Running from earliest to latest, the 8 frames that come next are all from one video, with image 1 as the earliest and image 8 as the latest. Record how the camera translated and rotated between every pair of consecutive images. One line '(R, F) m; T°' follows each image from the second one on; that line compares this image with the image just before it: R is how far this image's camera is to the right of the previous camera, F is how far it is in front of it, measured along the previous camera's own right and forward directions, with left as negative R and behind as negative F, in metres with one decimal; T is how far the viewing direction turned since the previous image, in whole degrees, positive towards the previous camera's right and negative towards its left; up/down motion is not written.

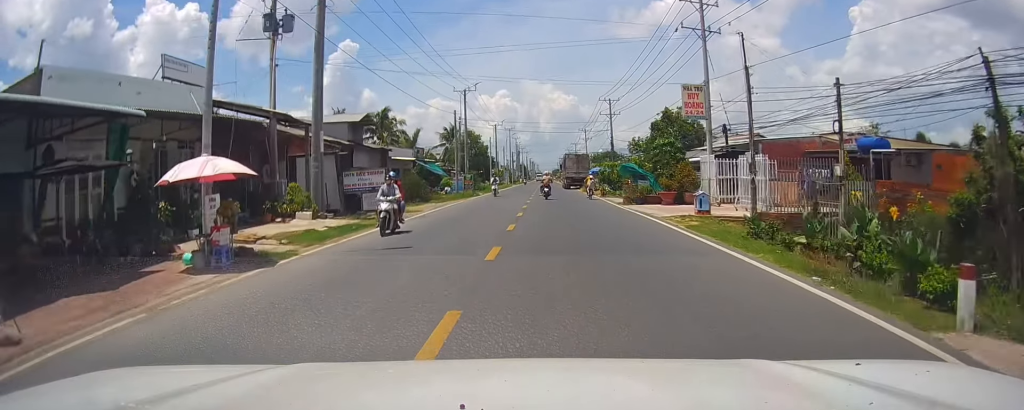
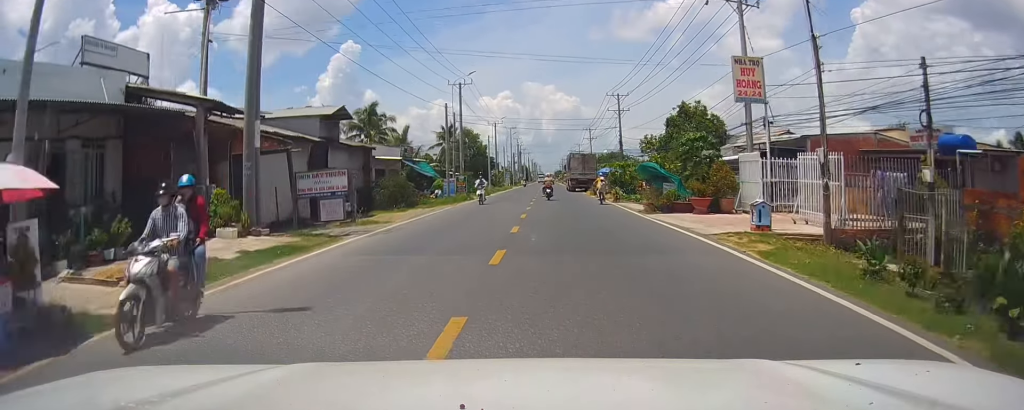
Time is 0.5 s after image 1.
(+0.1, +6.6) m; 0°
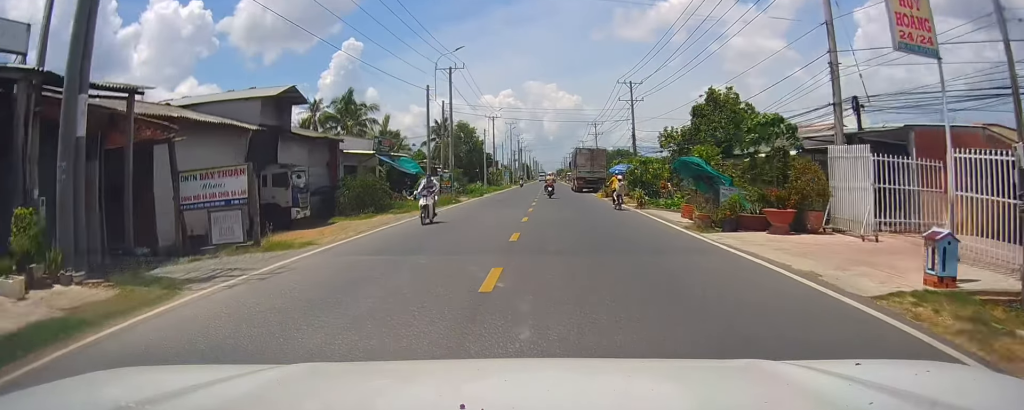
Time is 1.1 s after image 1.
(-0.2, +8.4) m; -1°
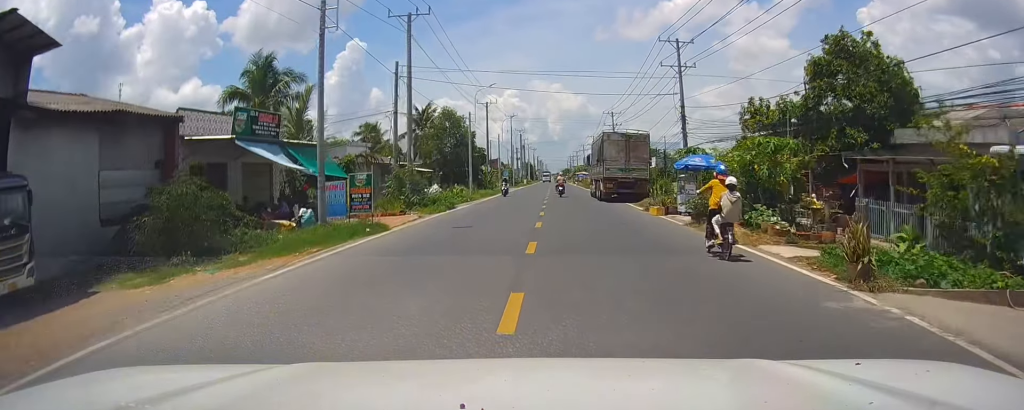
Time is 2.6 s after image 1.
(-0.2, +19.6) m; -1°
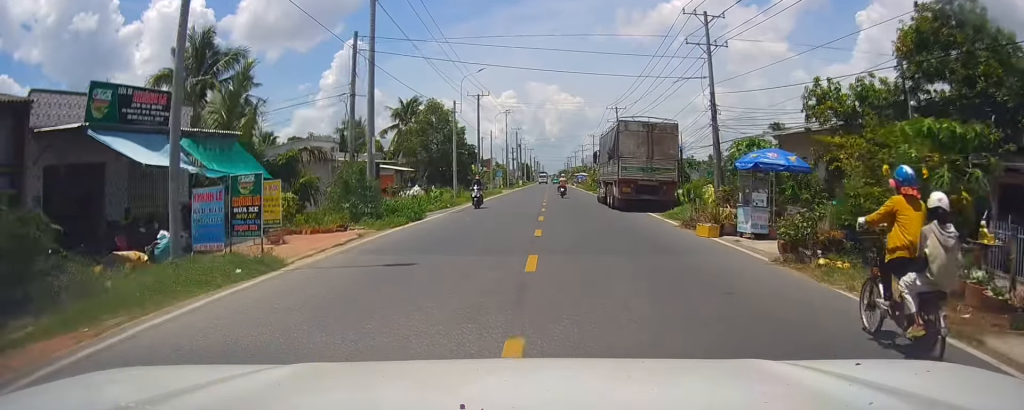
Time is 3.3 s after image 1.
(-0.2, +8.6) m; +1°
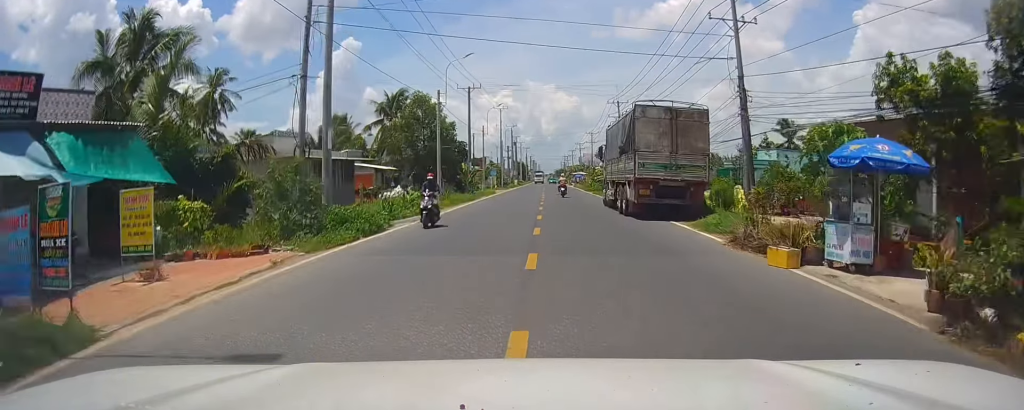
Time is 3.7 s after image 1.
(+0.2, +5.5) m; 0°
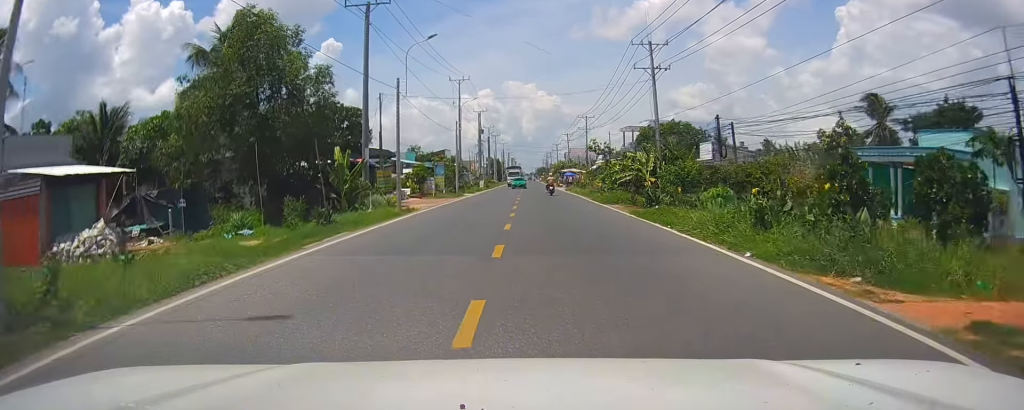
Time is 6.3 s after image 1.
(-0.7, +34.8) m; 0°
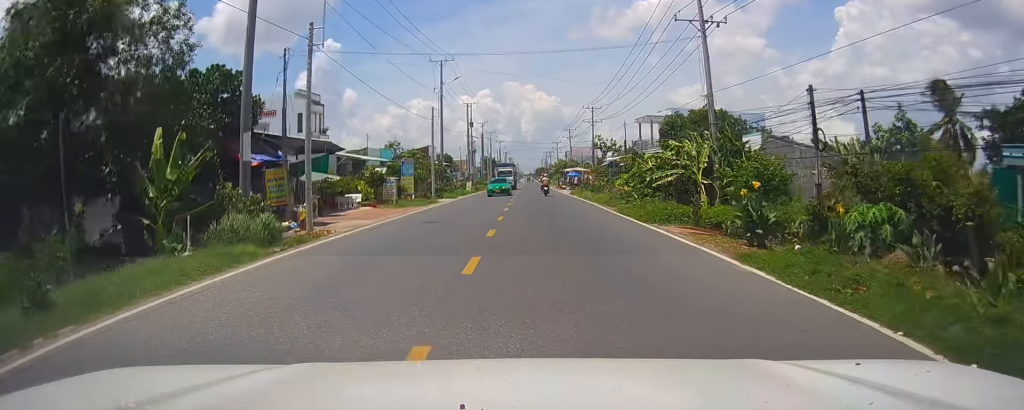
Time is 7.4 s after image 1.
(+0.6, +13.7) m; +1°
